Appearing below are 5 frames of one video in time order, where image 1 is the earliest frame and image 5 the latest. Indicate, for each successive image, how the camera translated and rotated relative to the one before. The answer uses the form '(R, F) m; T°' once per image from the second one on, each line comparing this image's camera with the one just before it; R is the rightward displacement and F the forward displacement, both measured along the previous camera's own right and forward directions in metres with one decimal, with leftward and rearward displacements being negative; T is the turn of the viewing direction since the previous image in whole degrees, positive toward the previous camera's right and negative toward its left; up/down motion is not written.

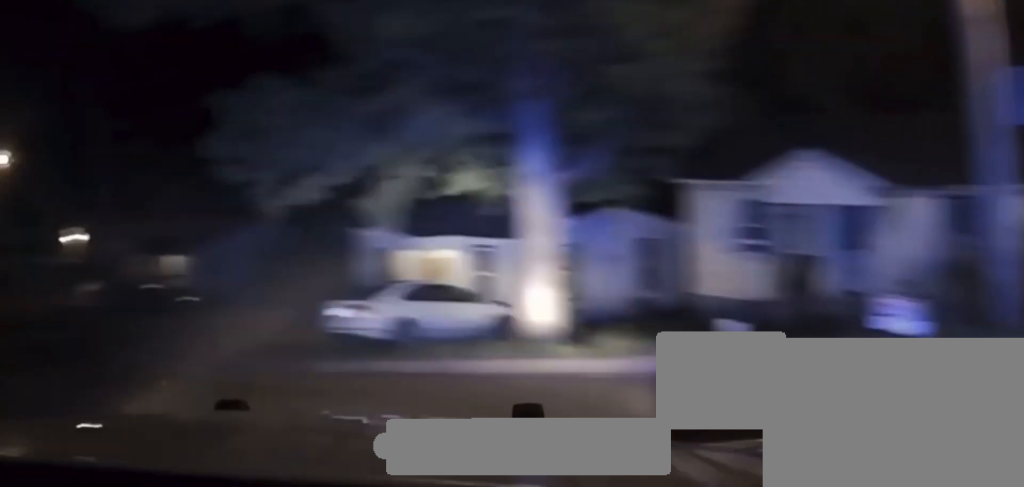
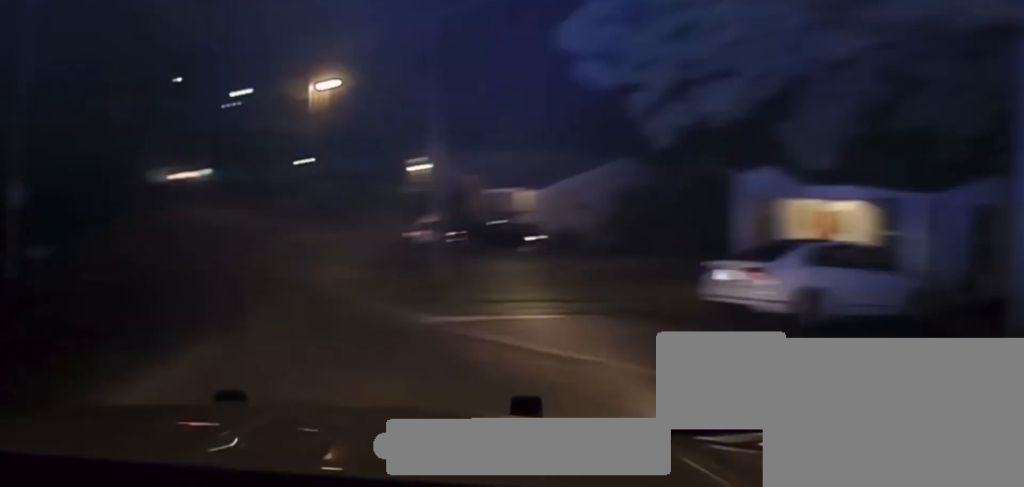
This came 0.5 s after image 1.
(-0.7, +4.6) m; -19°
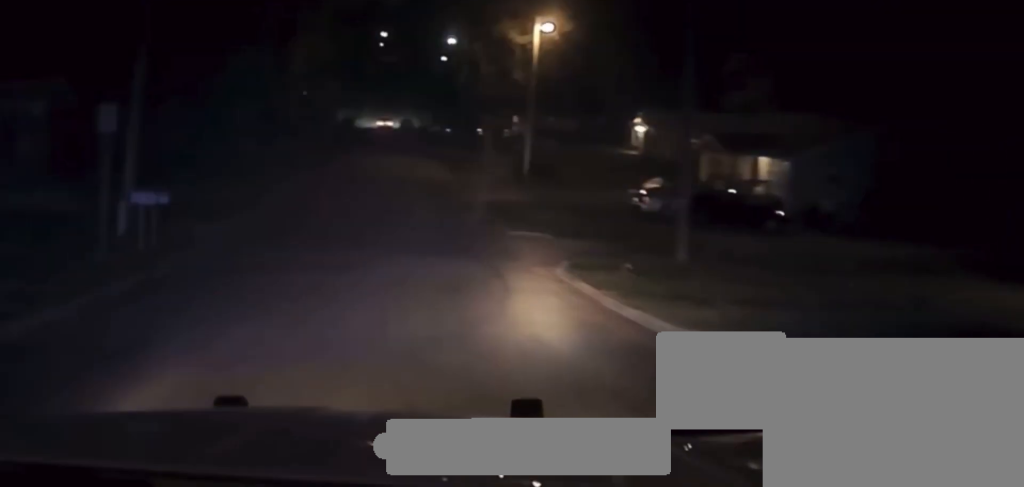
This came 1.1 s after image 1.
(-1.5, +5.8) m; -14°
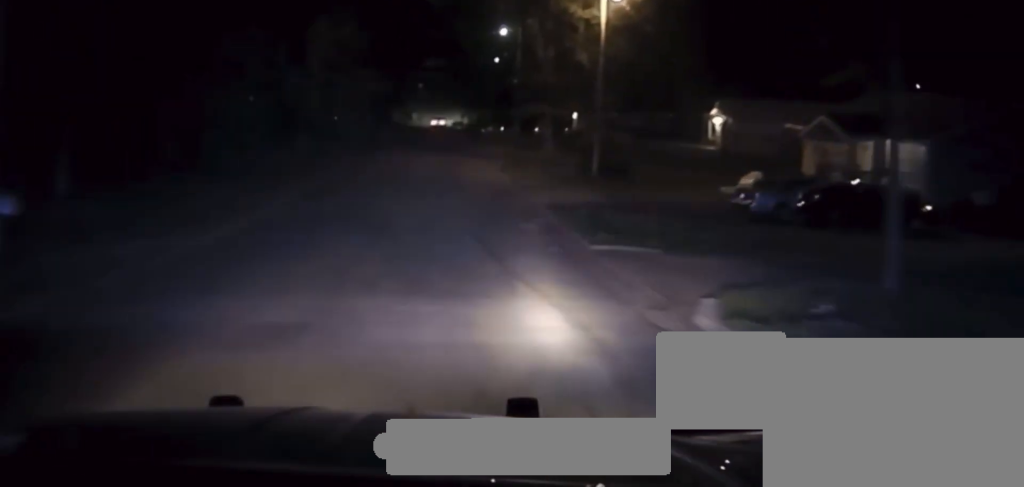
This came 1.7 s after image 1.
(-0.9, +7.4) m; -8°
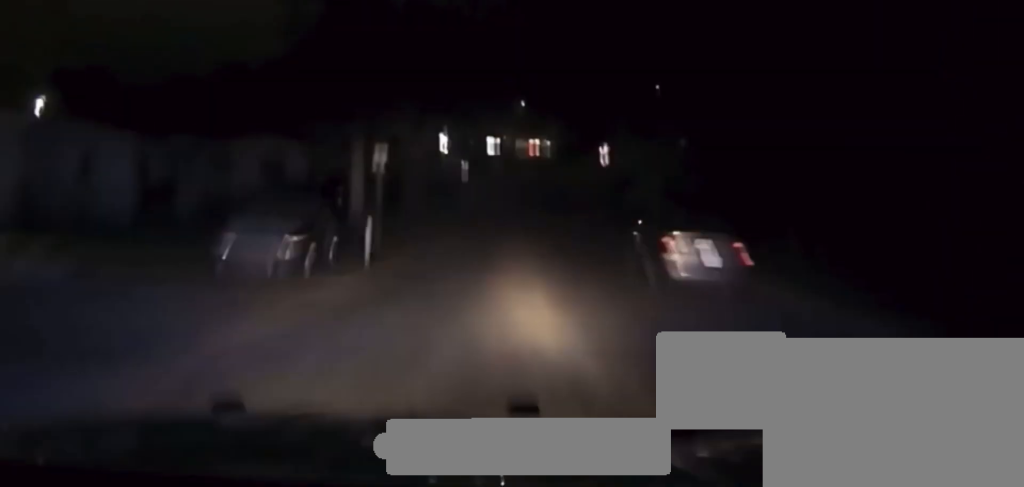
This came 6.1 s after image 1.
(-2.9, +87.6) m; -1°
